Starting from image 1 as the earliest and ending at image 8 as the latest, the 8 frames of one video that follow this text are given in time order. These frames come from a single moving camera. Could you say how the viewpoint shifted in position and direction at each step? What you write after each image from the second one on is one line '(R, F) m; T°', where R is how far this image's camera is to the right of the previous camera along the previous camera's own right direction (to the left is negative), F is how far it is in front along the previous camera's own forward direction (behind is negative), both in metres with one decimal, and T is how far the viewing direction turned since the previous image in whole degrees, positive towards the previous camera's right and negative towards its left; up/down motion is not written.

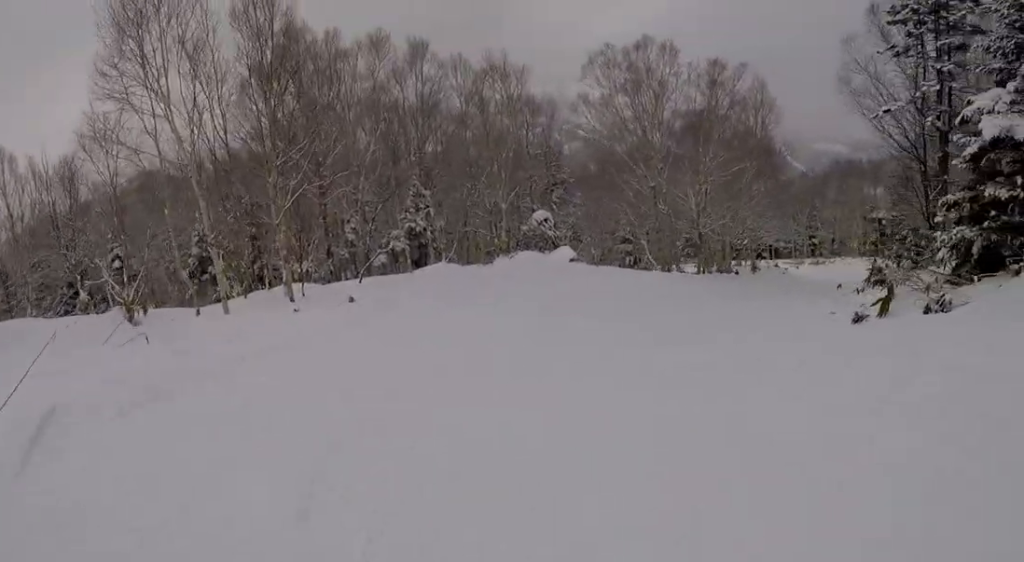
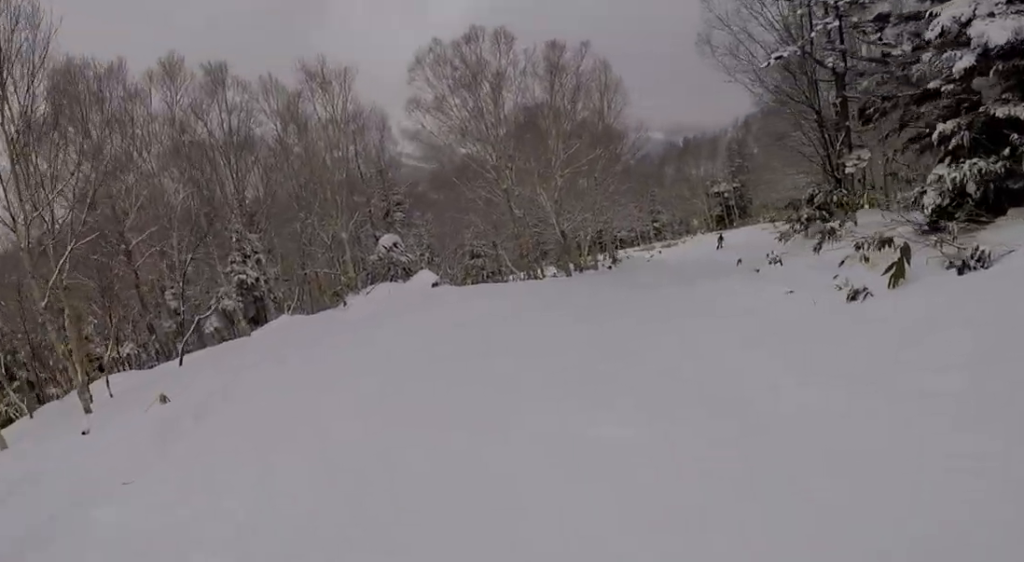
(+0.7, +3.6) m; +6°
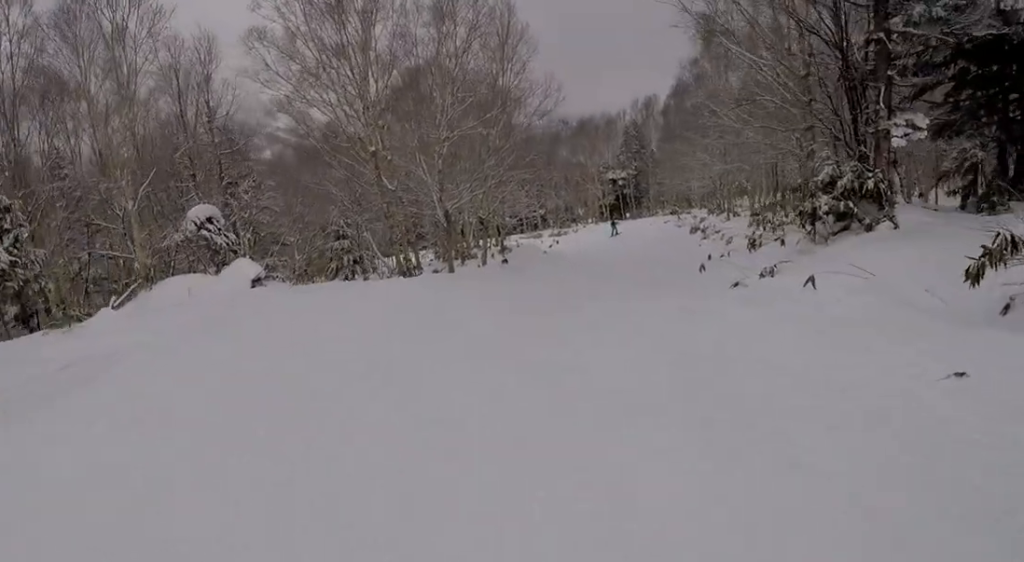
(+0.8, +7.6) m; +7°
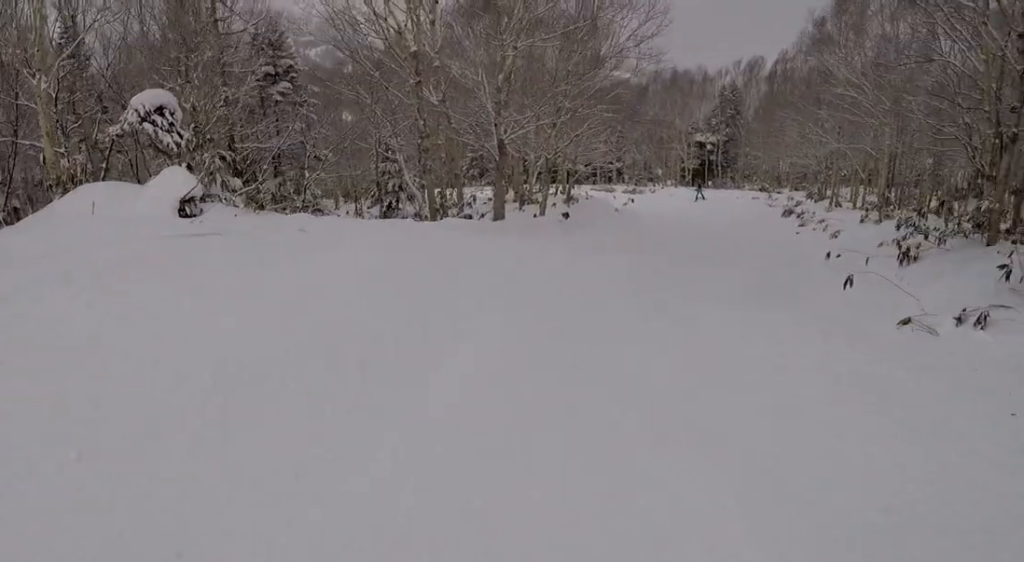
(0.0, +5.0) m; +4°
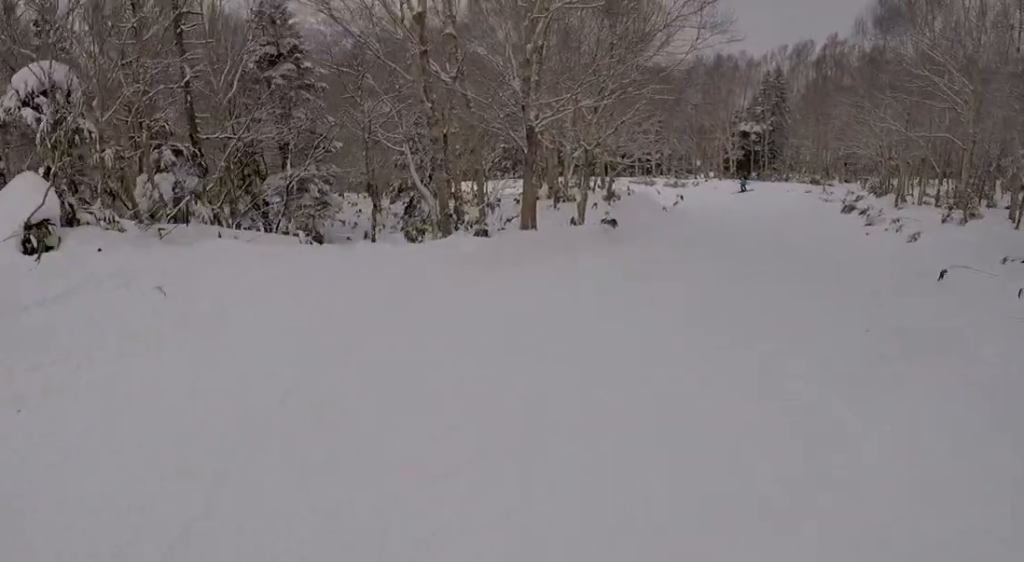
(+0.1, +4.0) m; +7°
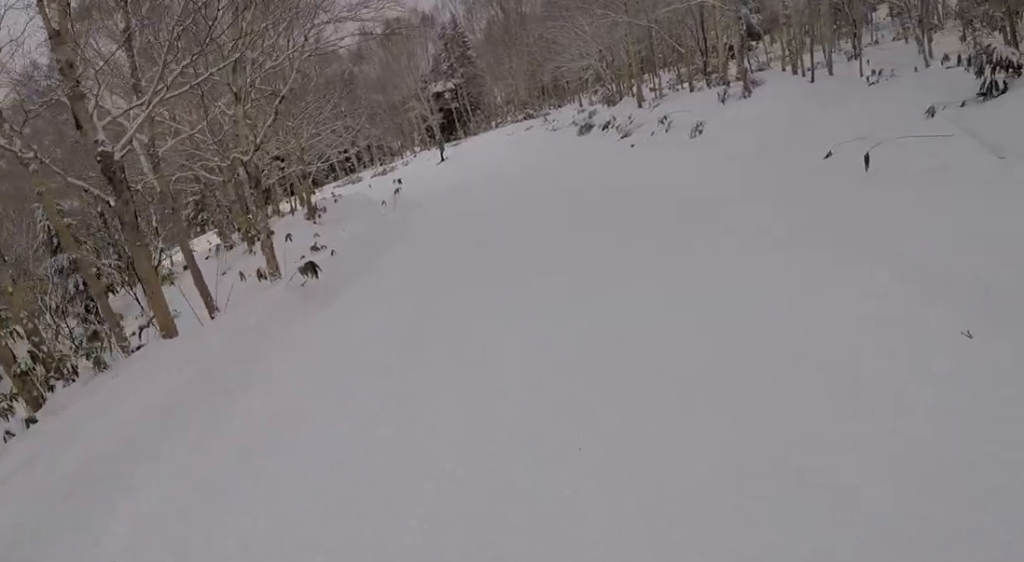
(+0.9, +7.1) m; +9°
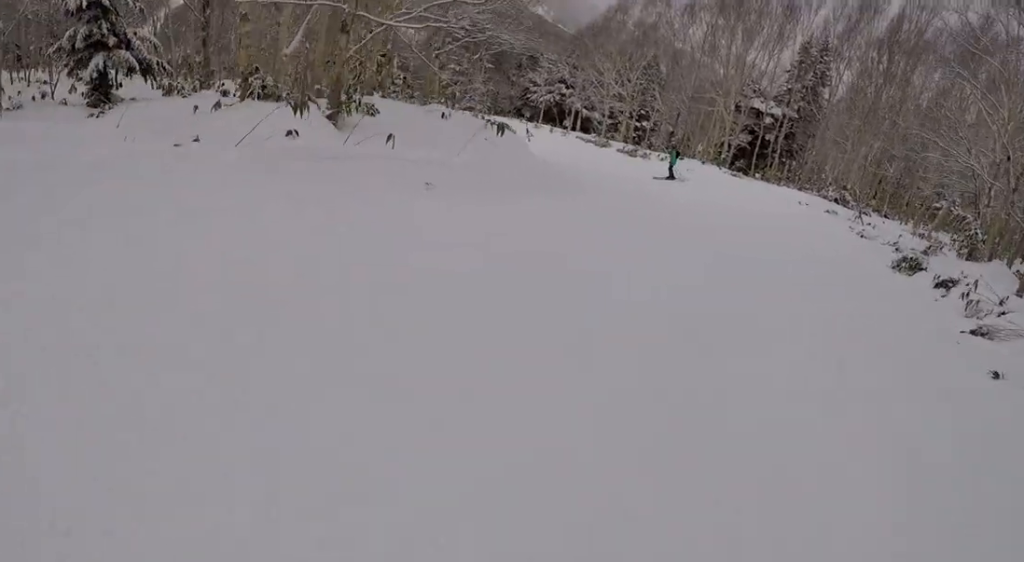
(+0.3, +13.5) m; -4°
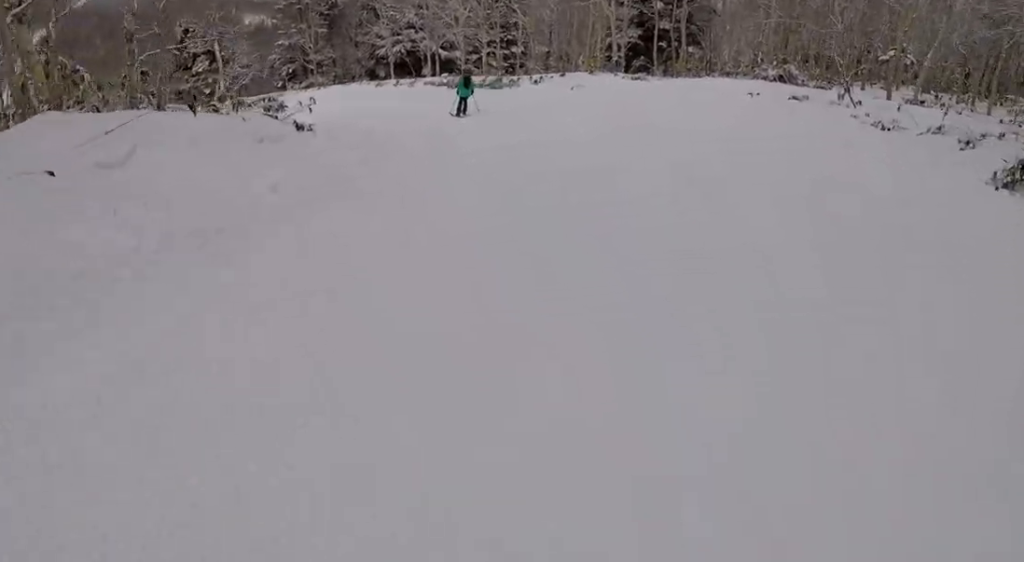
(-0.5, +10.4) m; -5°
